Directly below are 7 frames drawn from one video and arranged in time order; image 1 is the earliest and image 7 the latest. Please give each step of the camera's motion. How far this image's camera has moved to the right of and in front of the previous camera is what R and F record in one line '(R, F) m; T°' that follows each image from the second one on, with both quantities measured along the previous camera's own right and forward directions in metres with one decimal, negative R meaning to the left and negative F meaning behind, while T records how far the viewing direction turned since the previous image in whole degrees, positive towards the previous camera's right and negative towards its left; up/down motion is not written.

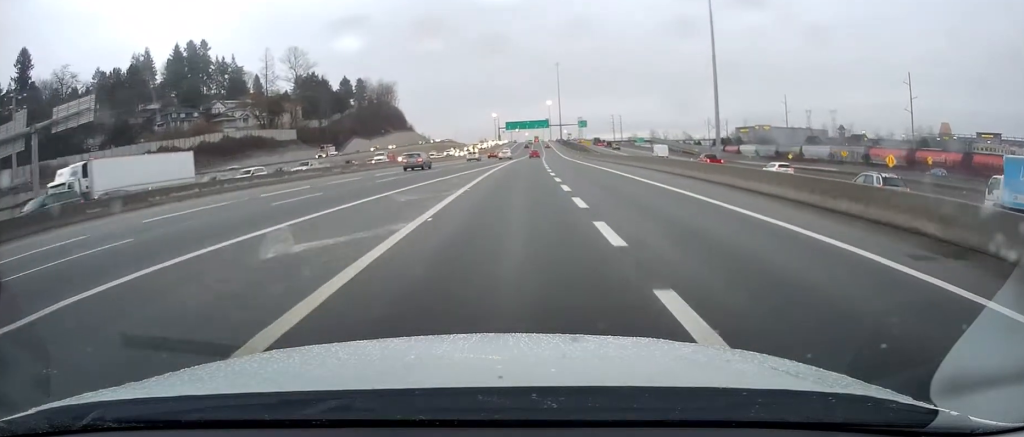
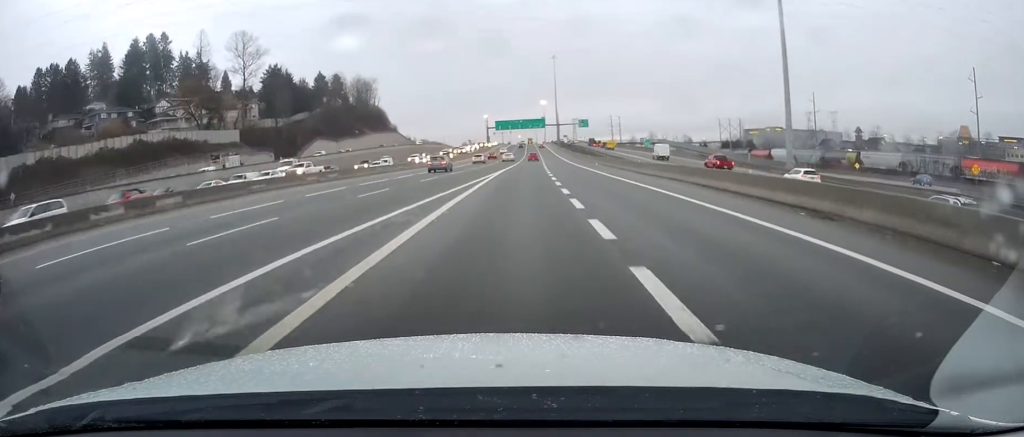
(0.0, +27.7) m; 0°
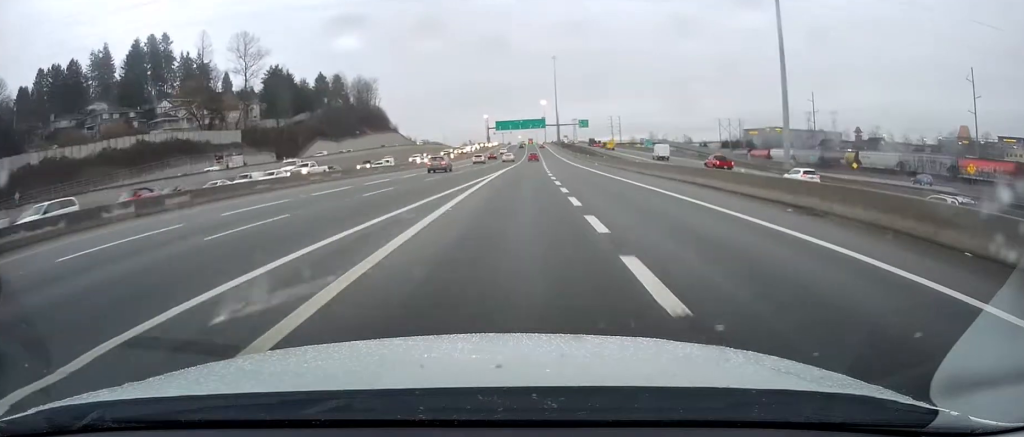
(+0.1, +23.0) m; +1°
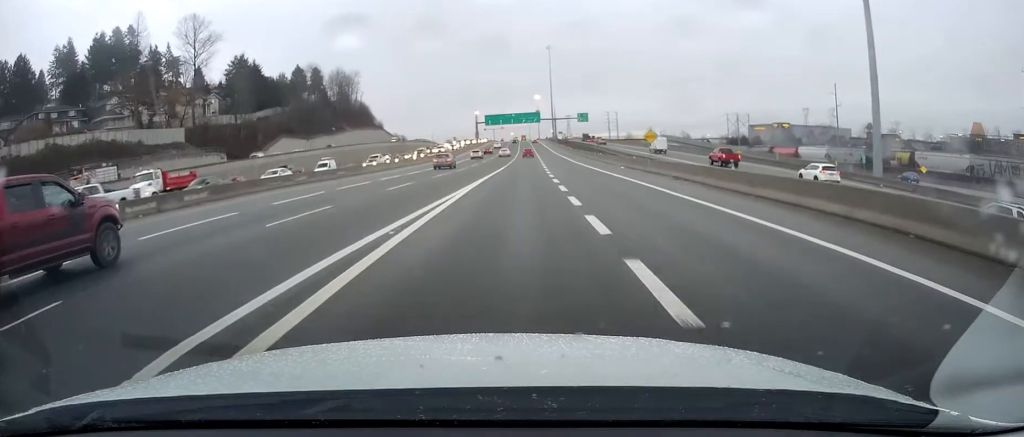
(+0.2, +22.7) m; +1°
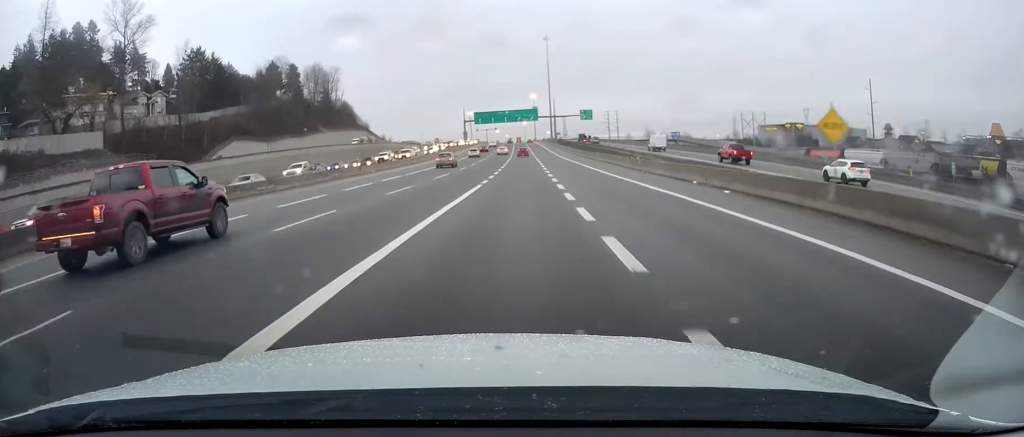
(+0.1, +26.0) m; 0°
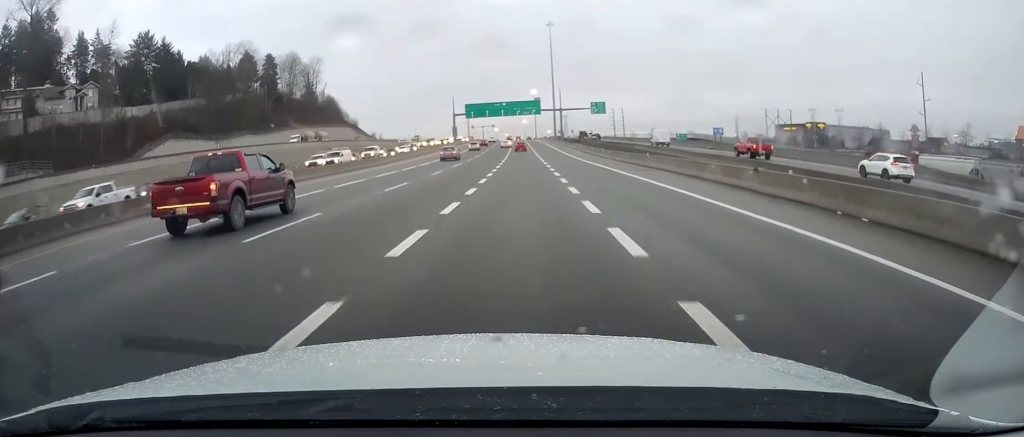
(0.0, +27.5) m; 0°
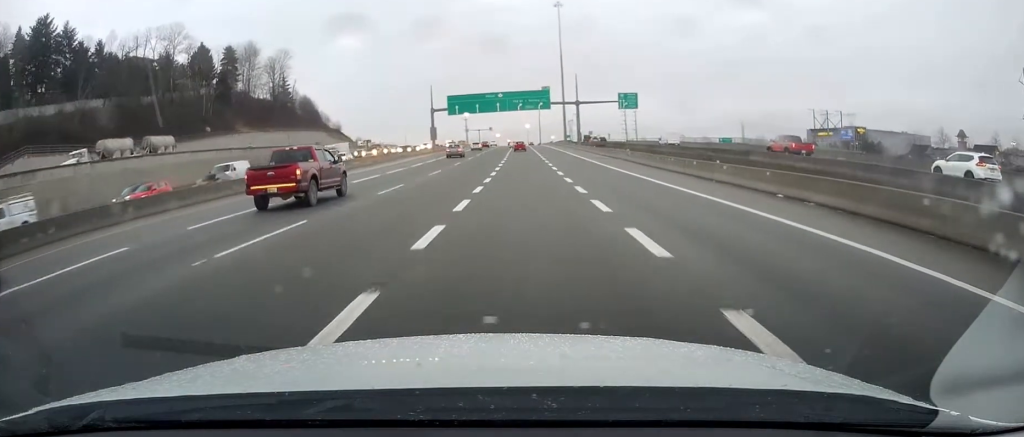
(0.0, +40.8) m; 0°
